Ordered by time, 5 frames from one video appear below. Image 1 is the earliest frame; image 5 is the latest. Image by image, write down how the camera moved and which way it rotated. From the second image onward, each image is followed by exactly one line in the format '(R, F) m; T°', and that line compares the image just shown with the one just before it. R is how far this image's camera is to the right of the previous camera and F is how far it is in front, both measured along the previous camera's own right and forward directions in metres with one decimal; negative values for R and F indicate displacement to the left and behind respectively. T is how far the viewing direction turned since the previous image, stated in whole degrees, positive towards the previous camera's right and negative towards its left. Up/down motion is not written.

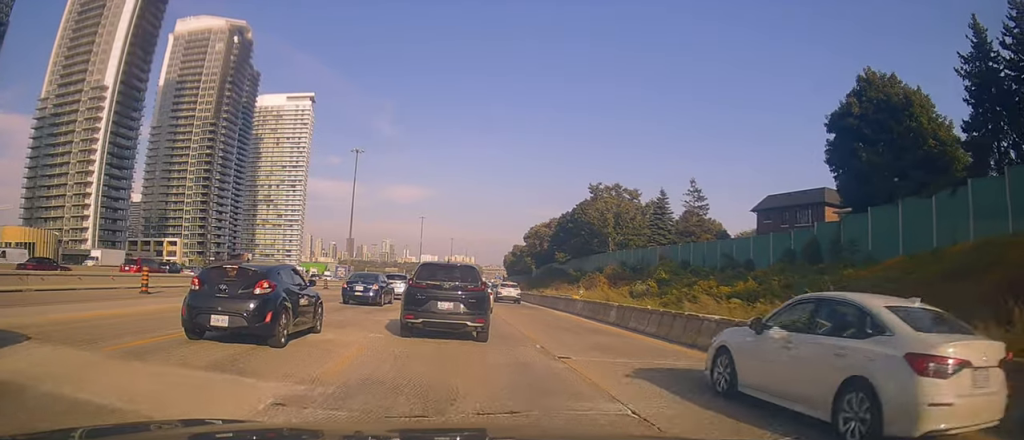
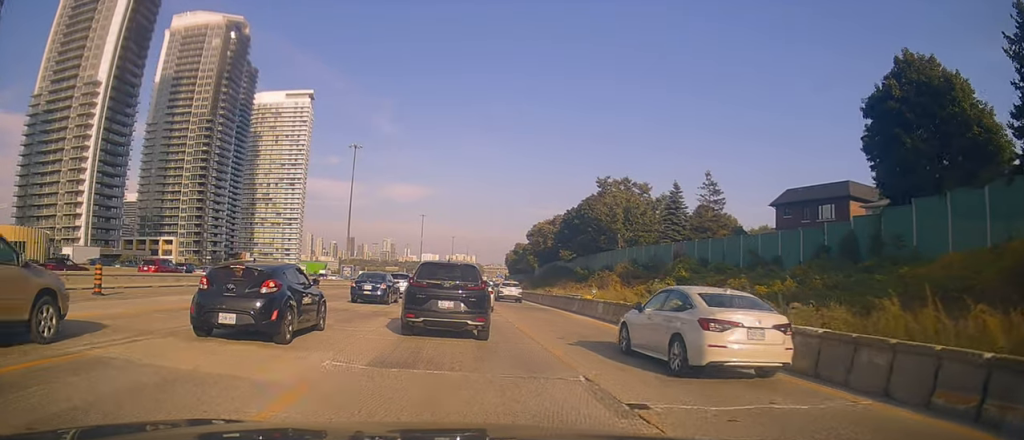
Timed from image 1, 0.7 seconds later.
(0.0, +4.6) m; +3°
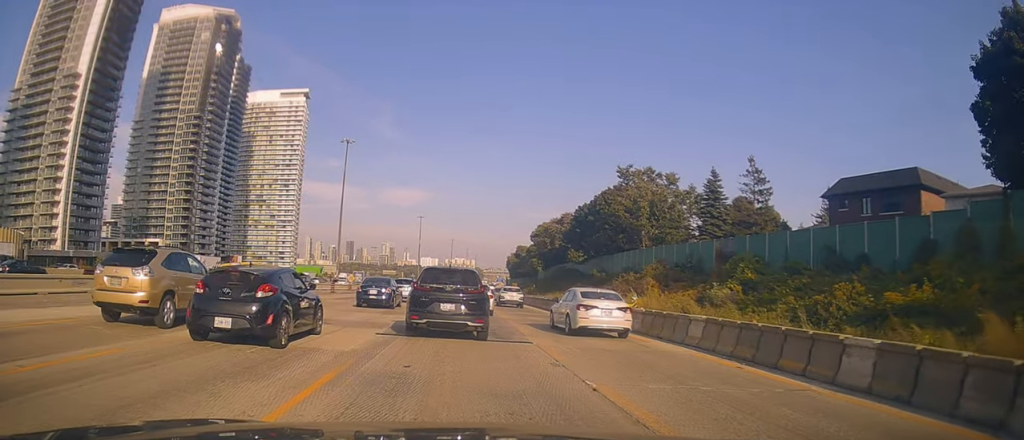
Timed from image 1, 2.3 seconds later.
(-0.2, +10.5) m; -6°
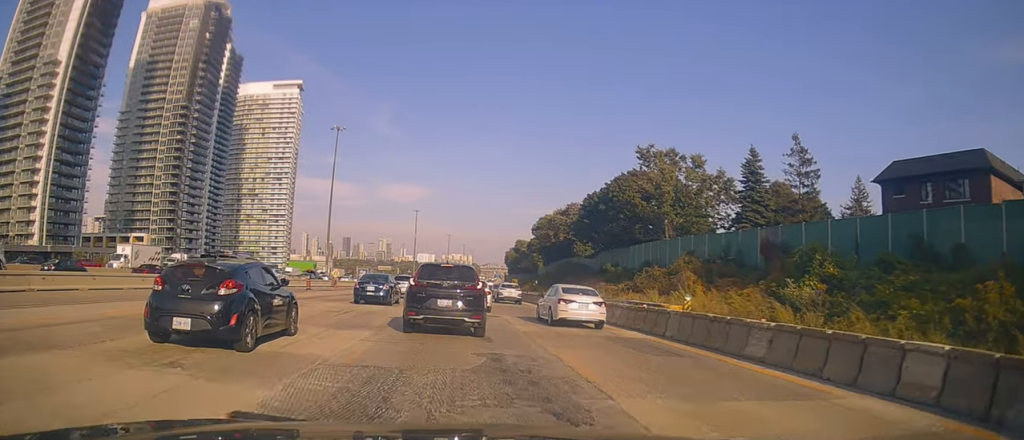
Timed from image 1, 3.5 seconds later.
(-0.3, +8.1) m; +1°
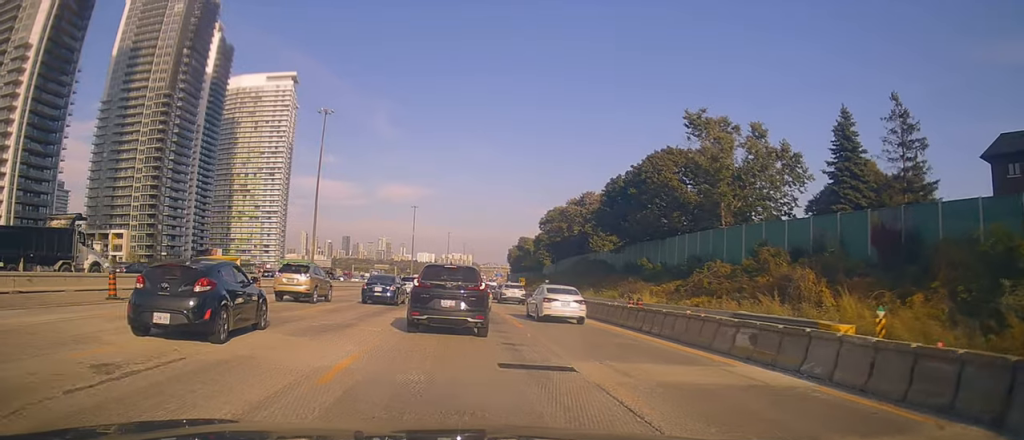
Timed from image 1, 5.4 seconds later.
(+0.5, +13.5) m; +5°
